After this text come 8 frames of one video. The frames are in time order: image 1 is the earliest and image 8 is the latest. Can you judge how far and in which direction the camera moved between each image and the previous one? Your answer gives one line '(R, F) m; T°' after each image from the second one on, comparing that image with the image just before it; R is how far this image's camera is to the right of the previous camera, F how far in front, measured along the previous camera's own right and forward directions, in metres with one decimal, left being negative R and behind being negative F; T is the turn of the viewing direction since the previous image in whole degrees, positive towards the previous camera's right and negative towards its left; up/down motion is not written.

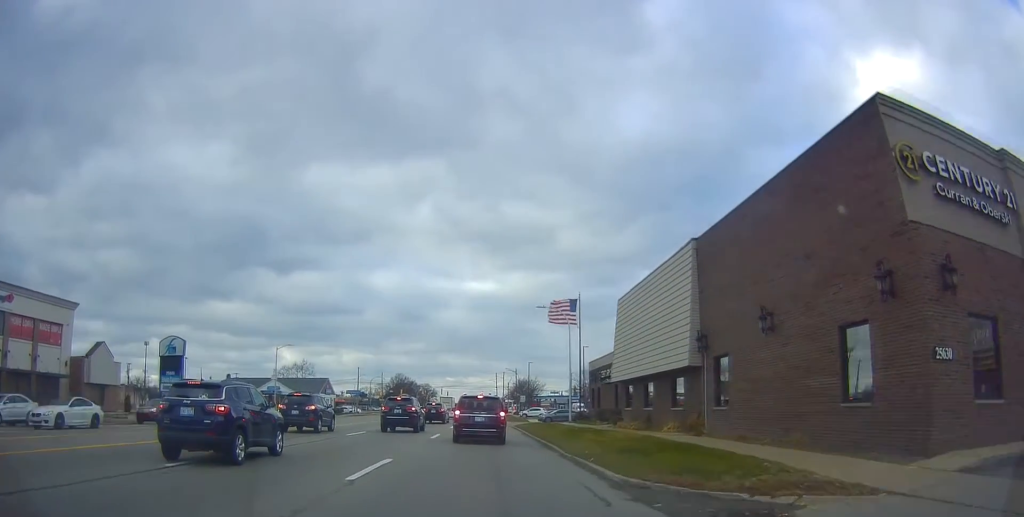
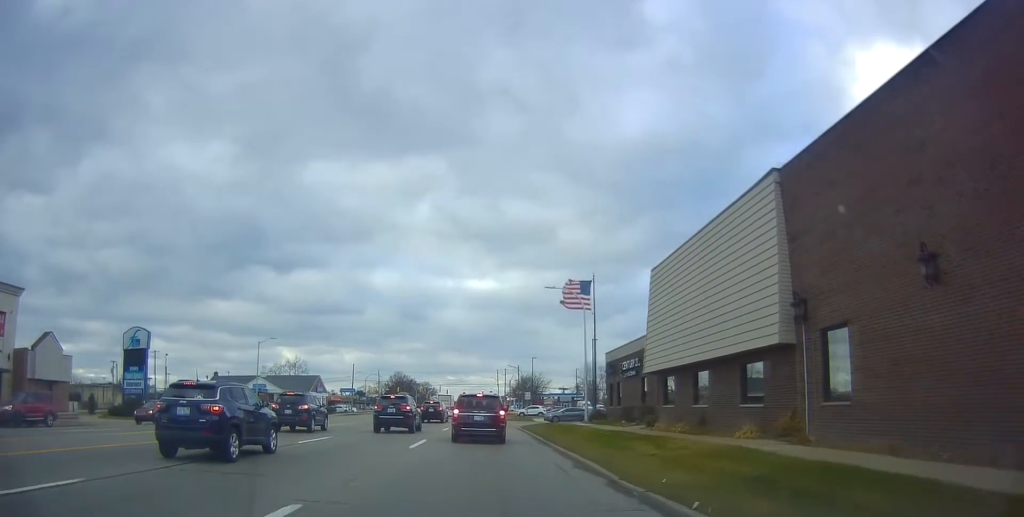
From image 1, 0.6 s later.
(+0.2, +6.9) m; +1°
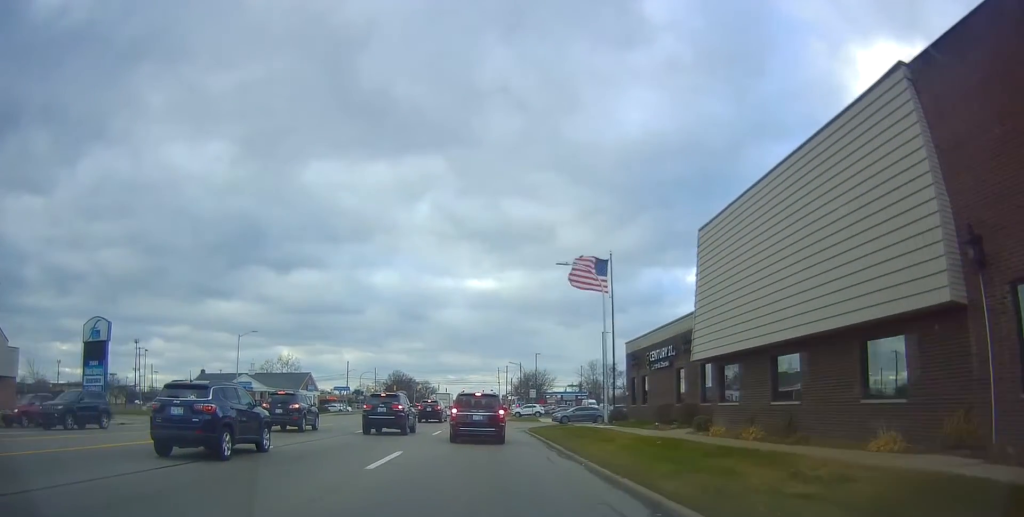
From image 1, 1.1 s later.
(+0.1, +6.3) m; +1°
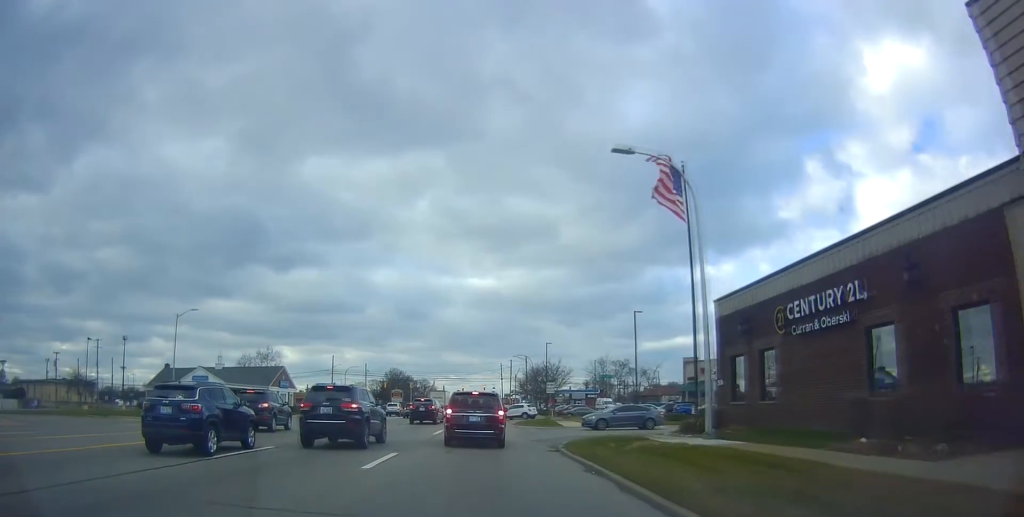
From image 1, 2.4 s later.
(0.0, +14.7) m; 0°
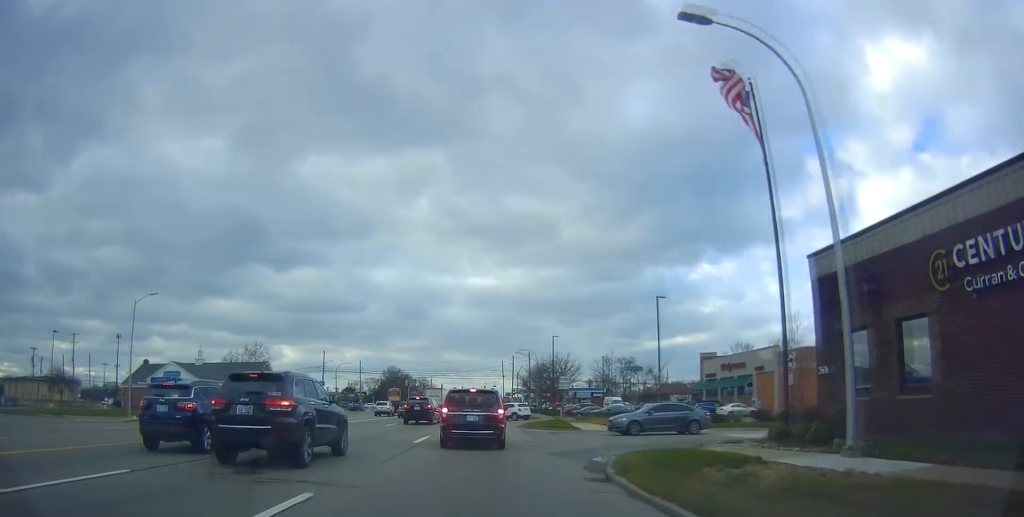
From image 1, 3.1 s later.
(0.0, +6.9) m; 0°
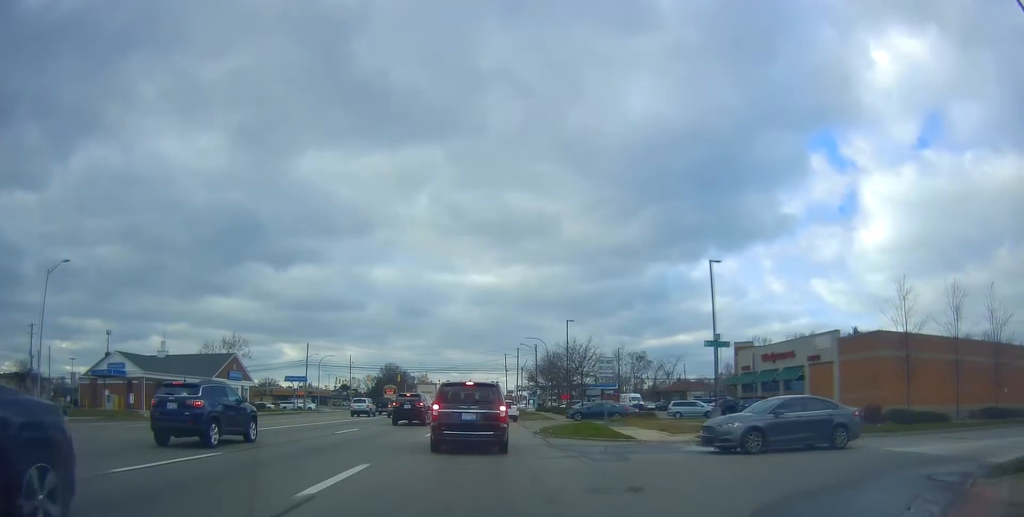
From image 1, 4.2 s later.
(0.0, +10.4) m; -2°
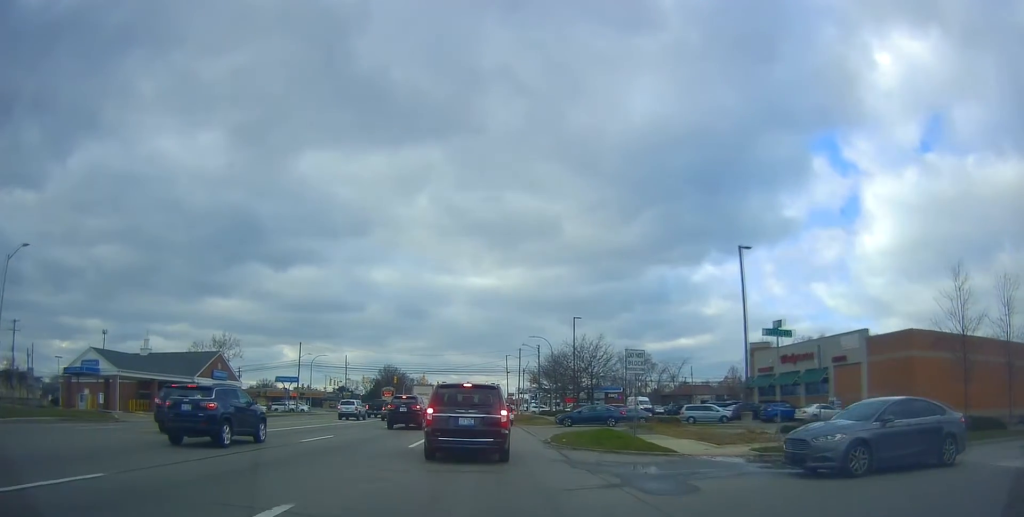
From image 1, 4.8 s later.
(+0.1, +4.1) m; -2°
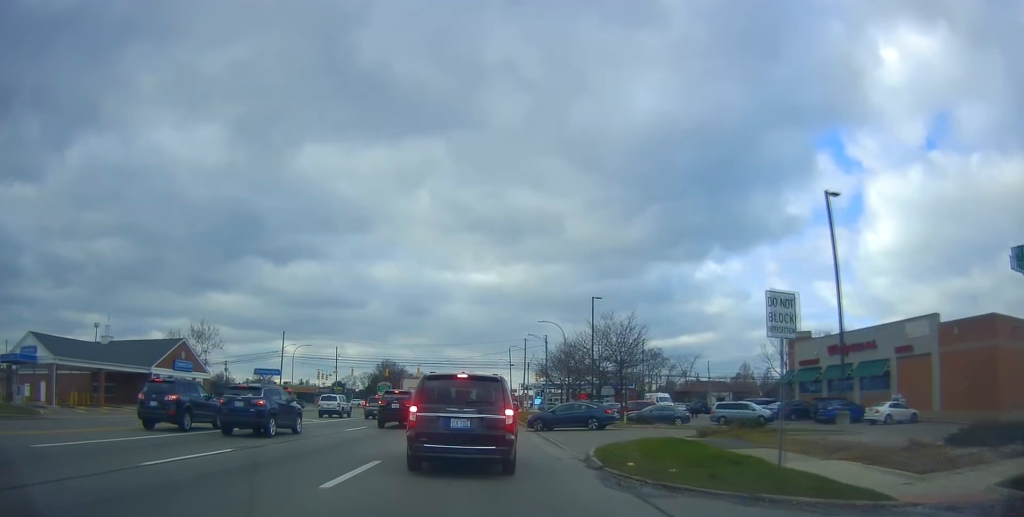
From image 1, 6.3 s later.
(-0.5, +7.7) m; 0°
